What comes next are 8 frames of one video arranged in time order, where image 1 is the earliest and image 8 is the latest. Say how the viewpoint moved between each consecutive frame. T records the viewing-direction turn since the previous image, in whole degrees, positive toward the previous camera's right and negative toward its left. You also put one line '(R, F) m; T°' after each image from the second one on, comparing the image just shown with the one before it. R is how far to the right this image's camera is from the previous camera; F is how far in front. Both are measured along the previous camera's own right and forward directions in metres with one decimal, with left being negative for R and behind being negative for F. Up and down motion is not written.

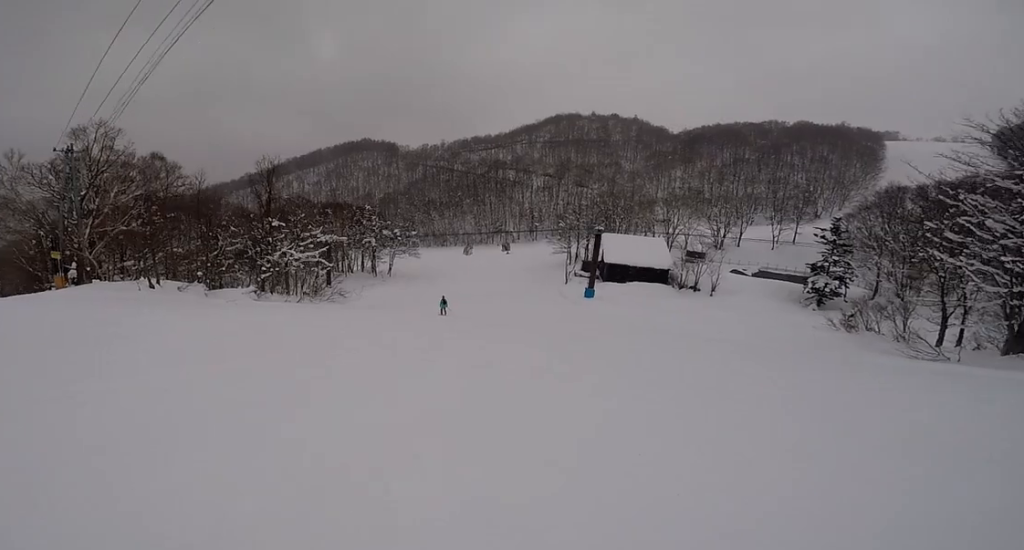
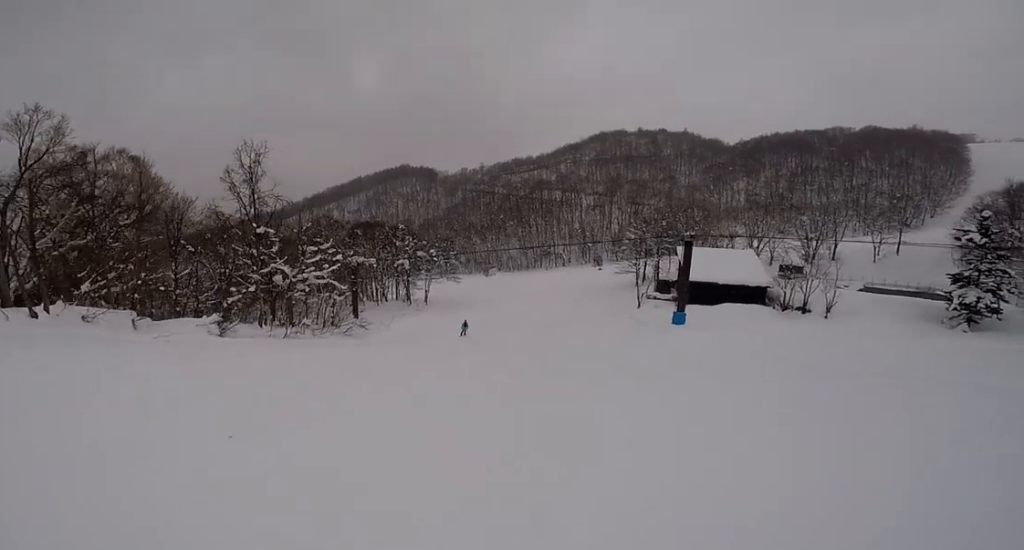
(-1.4, +11.1) m; 0°
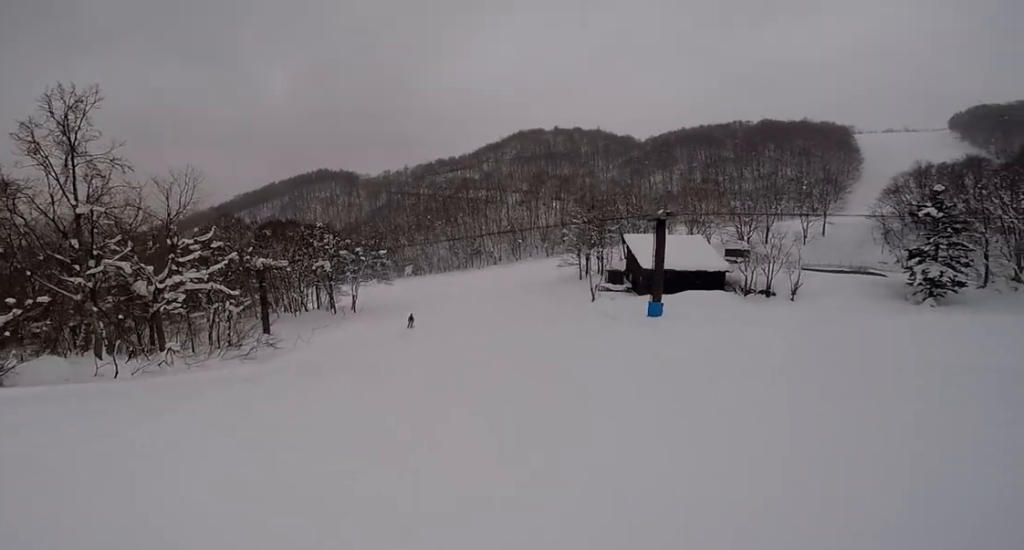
(+1.2, +8.8) m; +8°
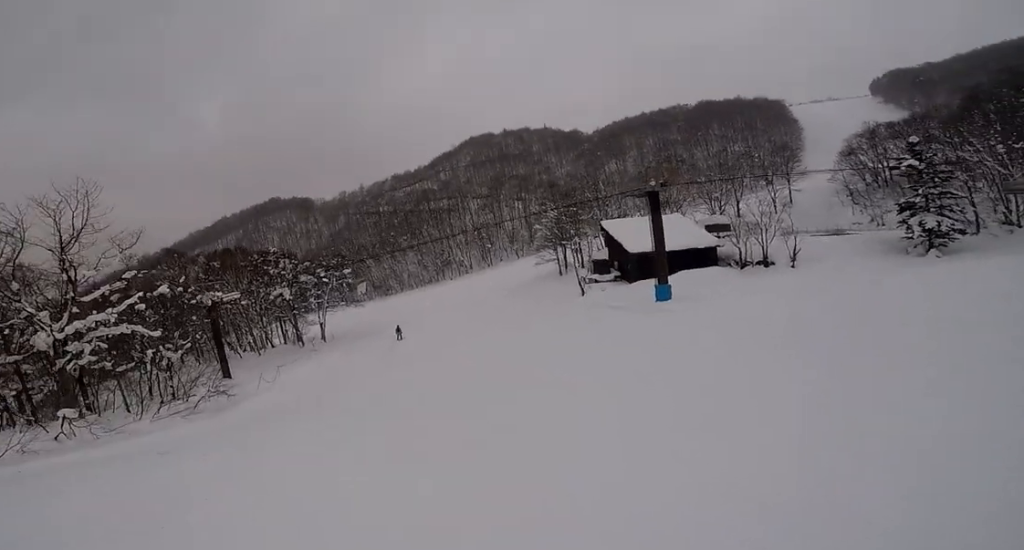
(0.0, +5.0) m; -3°
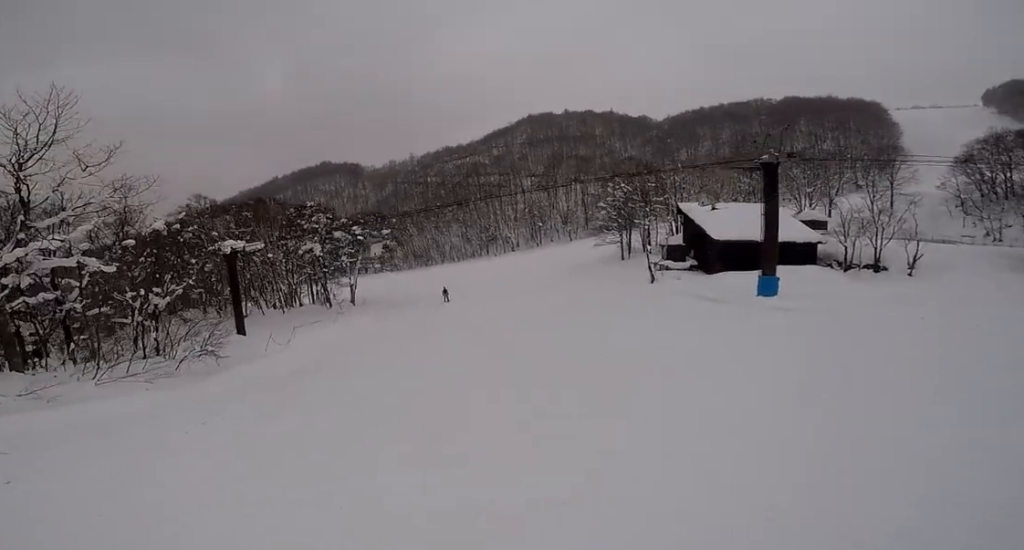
(+0.2, +4.9) m; -3°
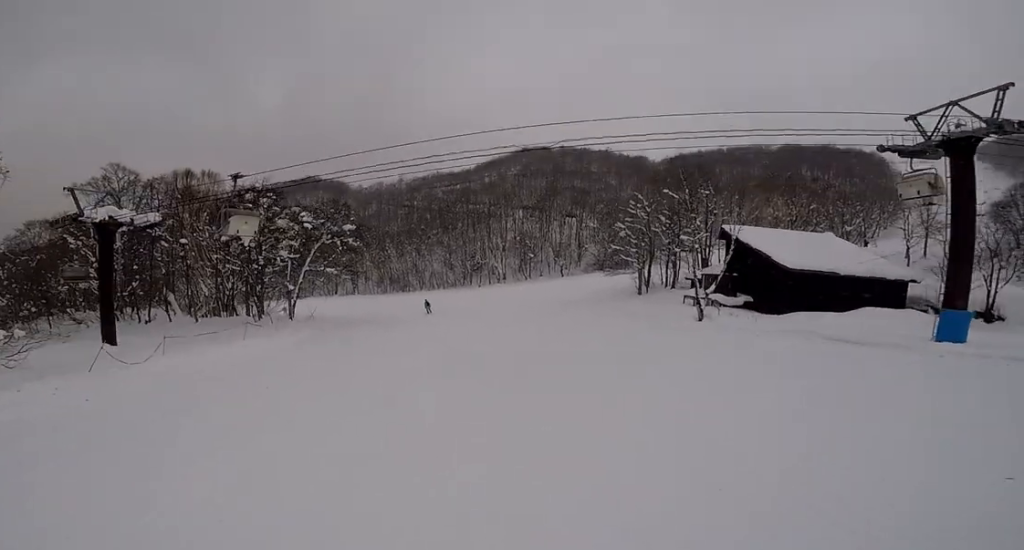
(-0.9, +9.9) m; +3°
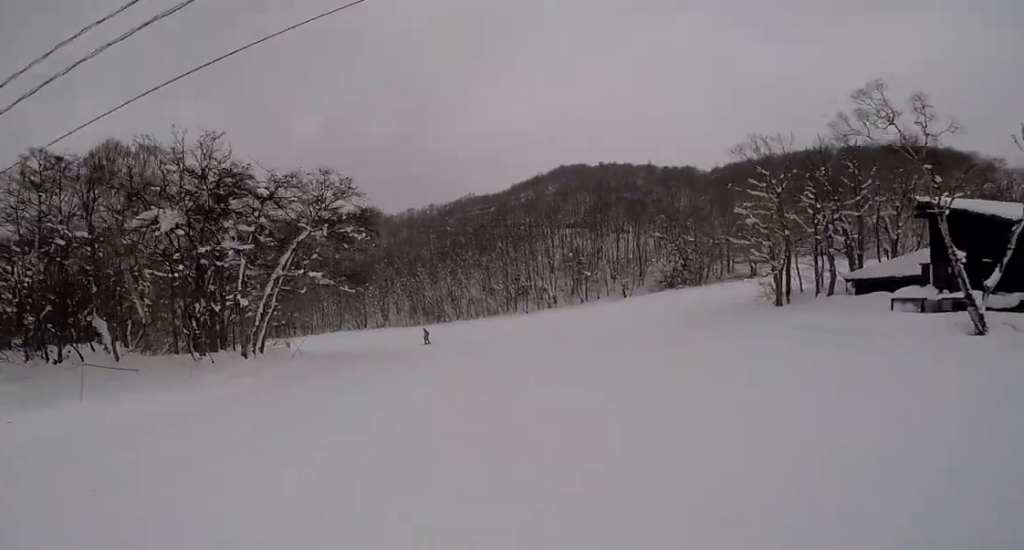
(+1.4, +11.6) m; +1°
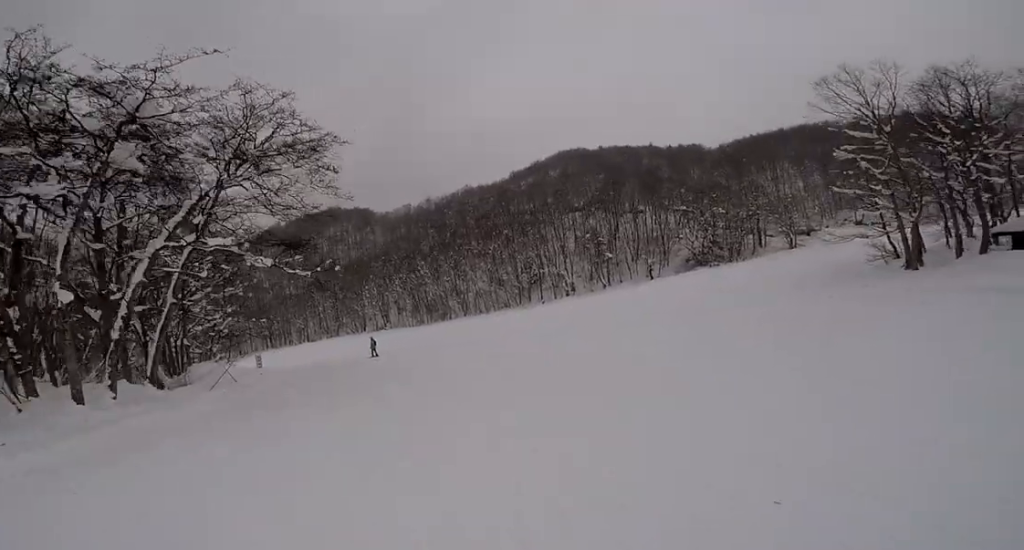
(-0.6, +8.7) m; -7°
